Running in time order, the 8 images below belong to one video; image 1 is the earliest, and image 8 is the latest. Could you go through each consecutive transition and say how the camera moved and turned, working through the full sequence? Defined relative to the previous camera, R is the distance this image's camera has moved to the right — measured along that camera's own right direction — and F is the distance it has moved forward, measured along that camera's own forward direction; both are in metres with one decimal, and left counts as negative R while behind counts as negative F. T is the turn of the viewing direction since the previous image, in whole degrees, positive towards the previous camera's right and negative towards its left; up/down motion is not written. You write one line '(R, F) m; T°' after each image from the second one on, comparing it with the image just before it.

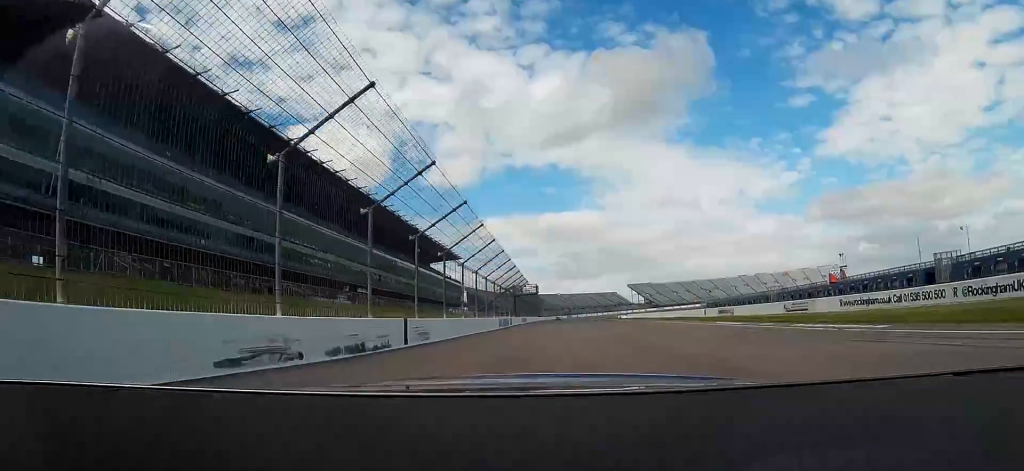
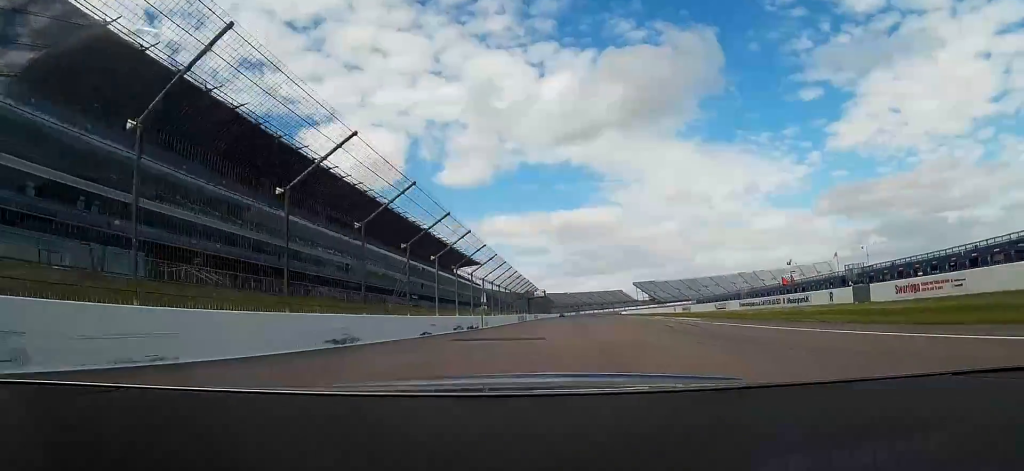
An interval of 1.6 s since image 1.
(-0.2, +35.0) m; -1°
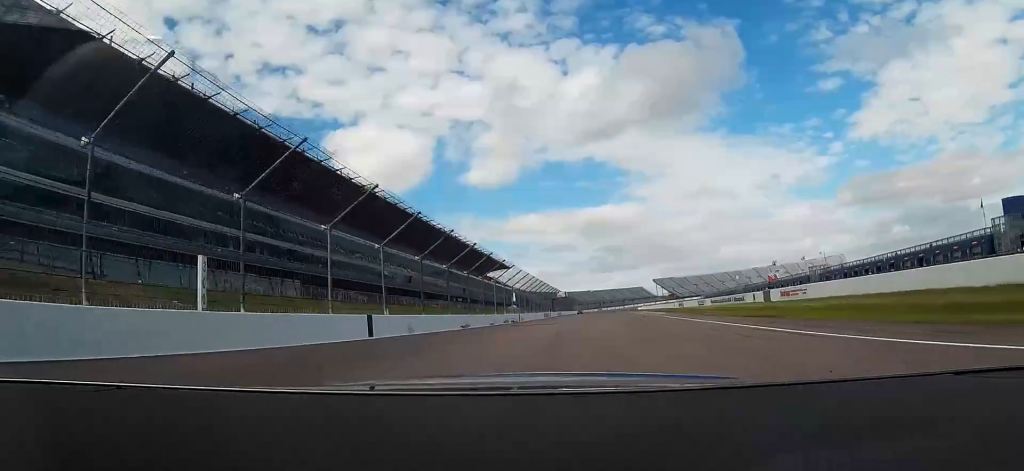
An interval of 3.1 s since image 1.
(-0.4, +30.4) m; -3°
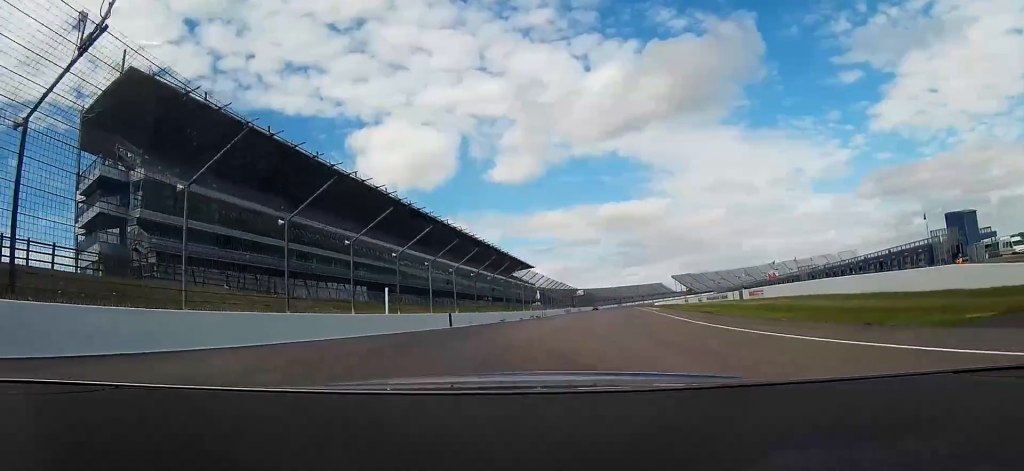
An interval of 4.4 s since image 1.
(-0.6, +20.3) m; -4°
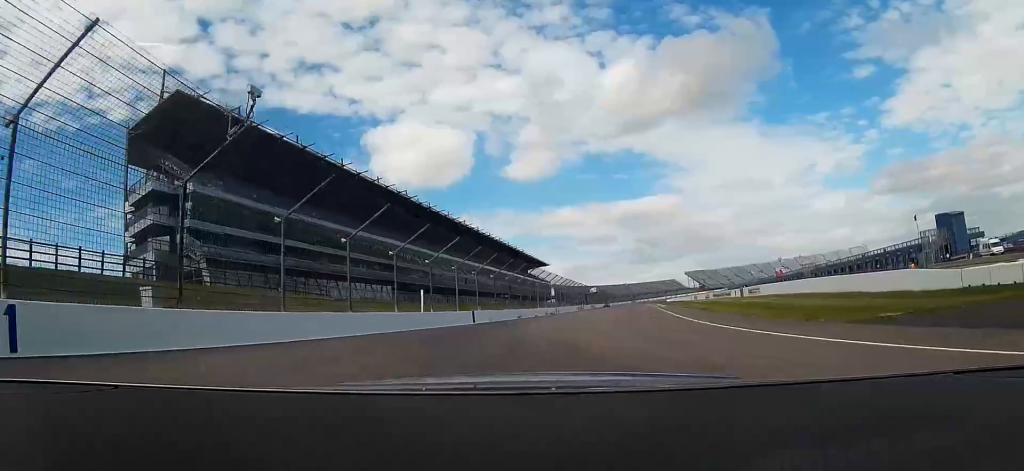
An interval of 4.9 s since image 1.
(-0.2, +6.9) m; -2°
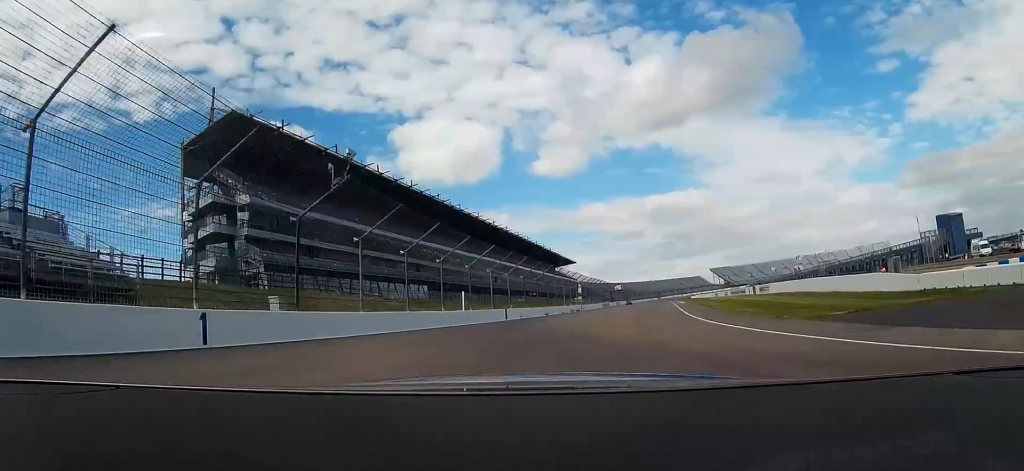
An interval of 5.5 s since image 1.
(-0.1, +8.3) m; -3°
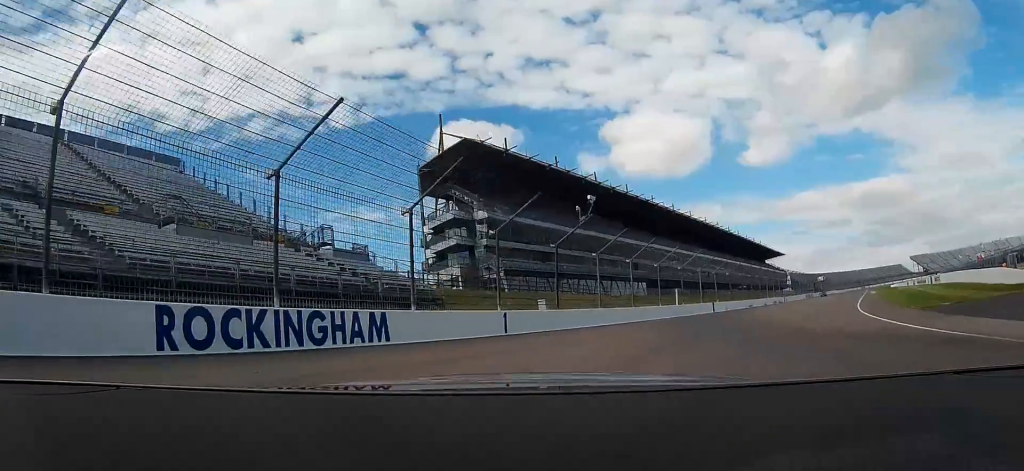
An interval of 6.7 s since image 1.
(-1.0, +12.6) m; -15°
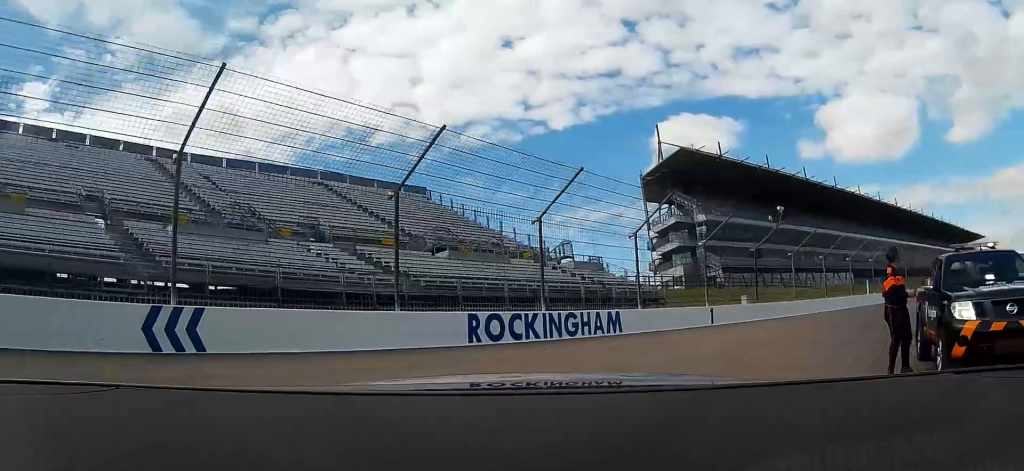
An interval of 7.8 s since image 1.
(-1.6, +8.0) m; -26°
